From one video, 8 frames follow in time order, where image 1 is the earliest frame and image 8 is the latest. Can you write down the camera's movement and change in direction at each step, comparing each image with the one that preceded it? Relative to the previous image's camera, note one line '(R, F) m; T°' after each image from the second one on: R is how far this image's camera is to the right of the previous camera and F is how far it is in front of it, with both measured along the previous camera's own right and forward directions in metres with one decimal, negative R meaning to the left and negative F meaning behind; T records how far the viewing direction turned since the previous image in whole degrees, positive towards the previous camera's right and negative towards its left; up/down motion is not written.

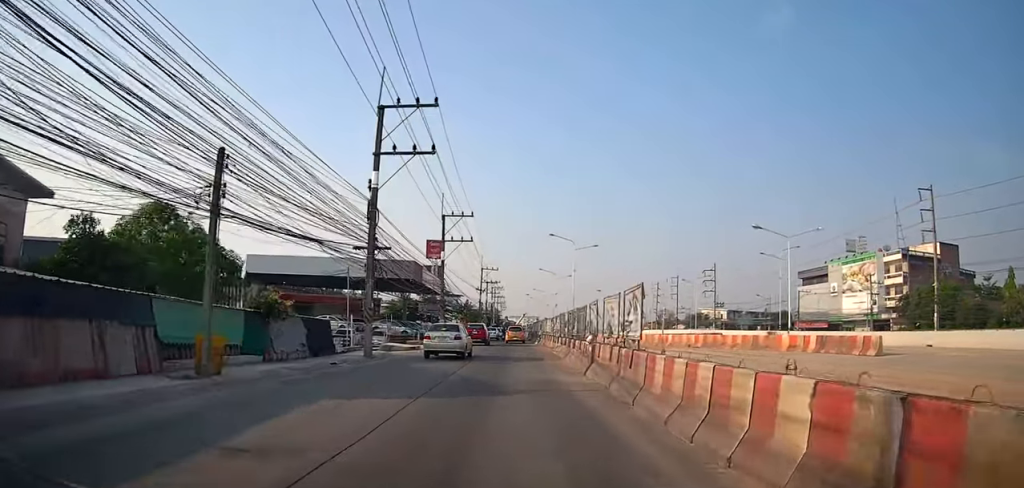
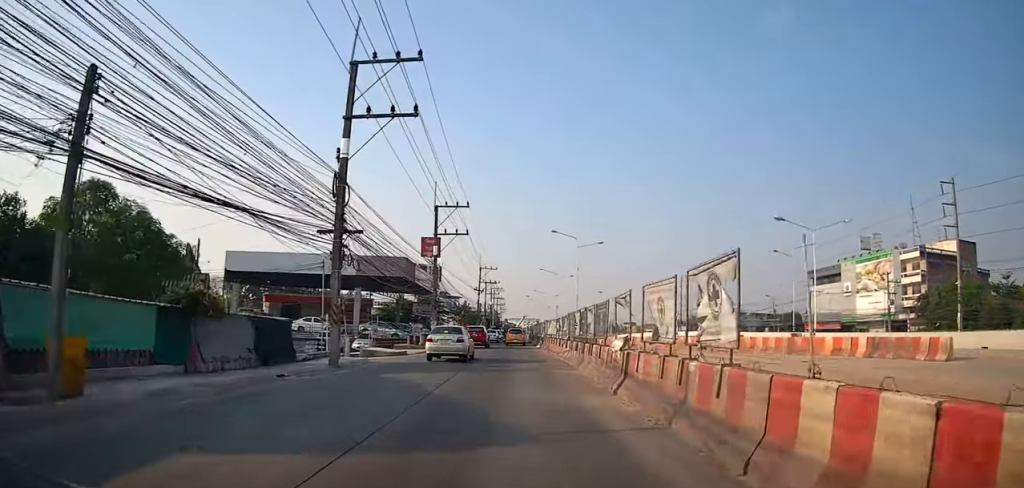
(+0.1, +4.3) m; -2°
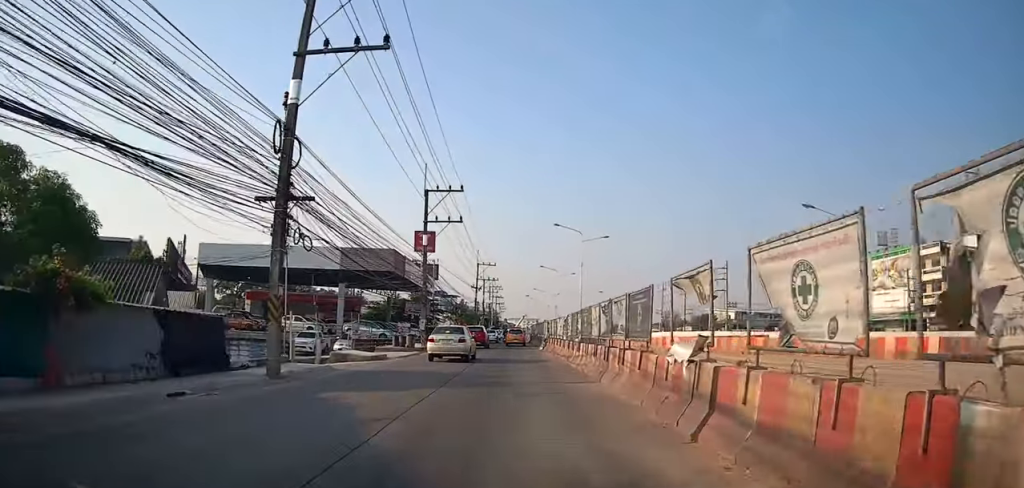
(-0.4, +4.6) m; 0°
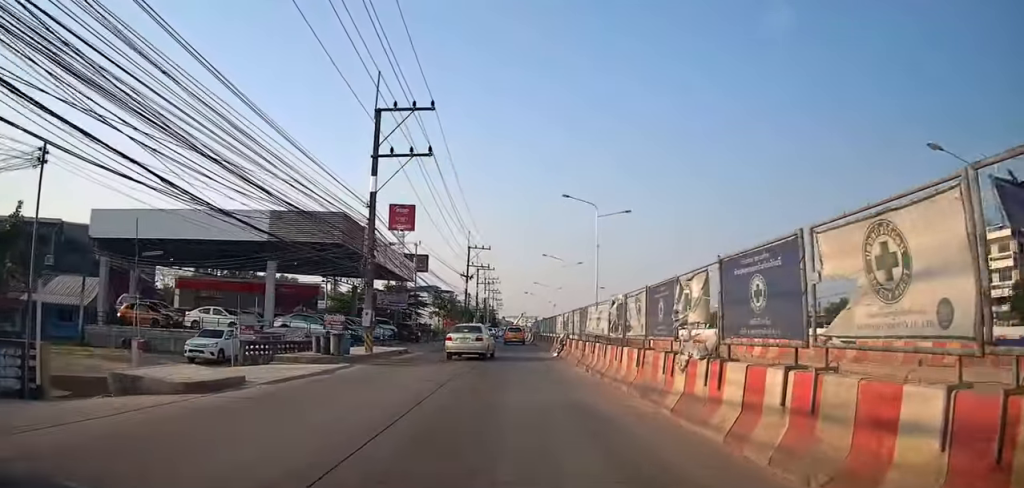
(+0.4, +13.4) m; +5°
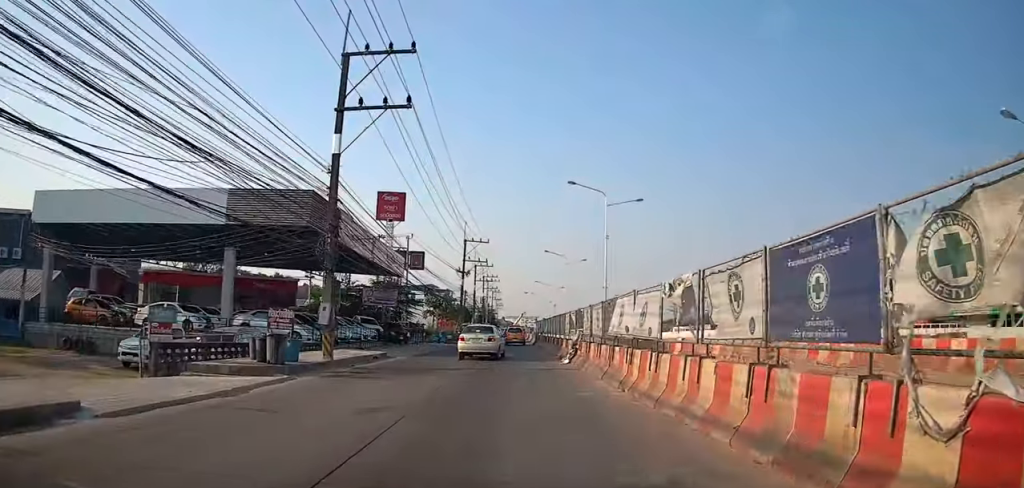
(+0.1, +5.2) m; -1°
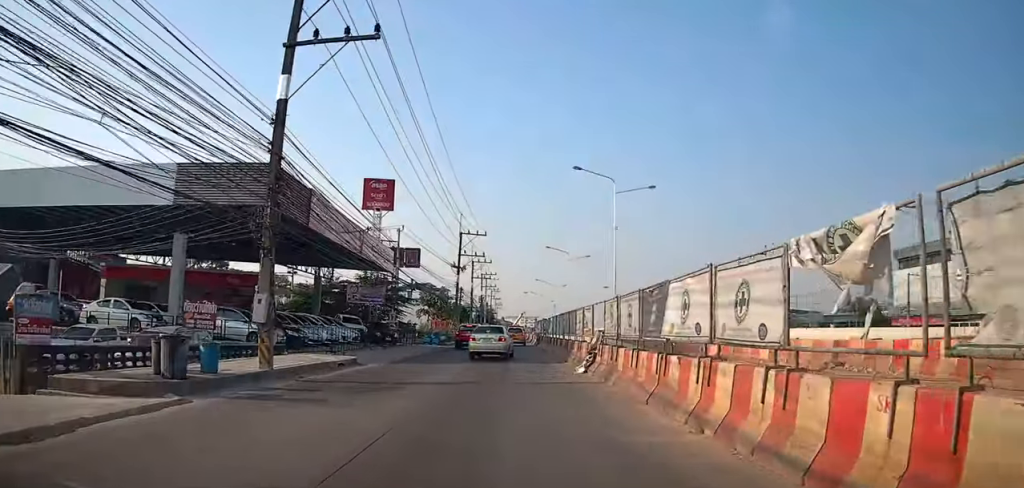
(+0.1, +4.5) m; -2°
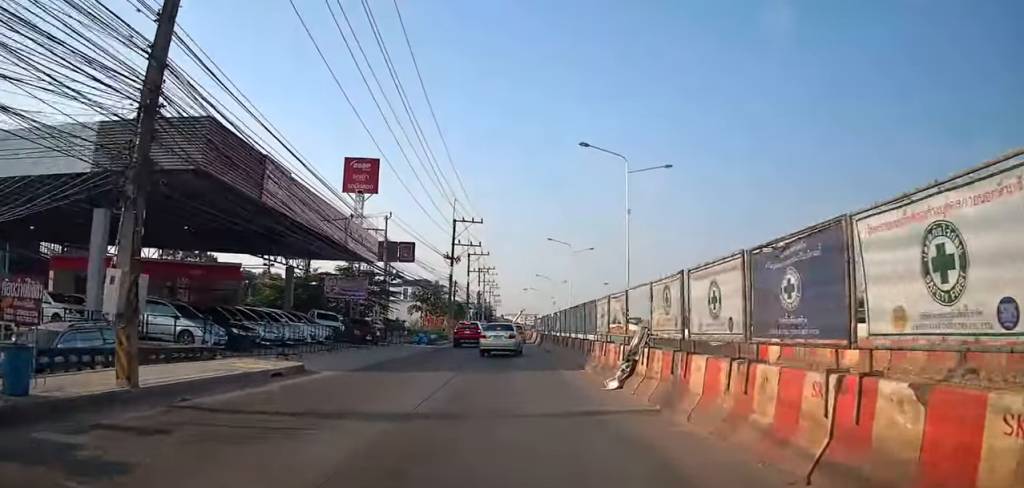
(-0.2, +5.1) m; 0°
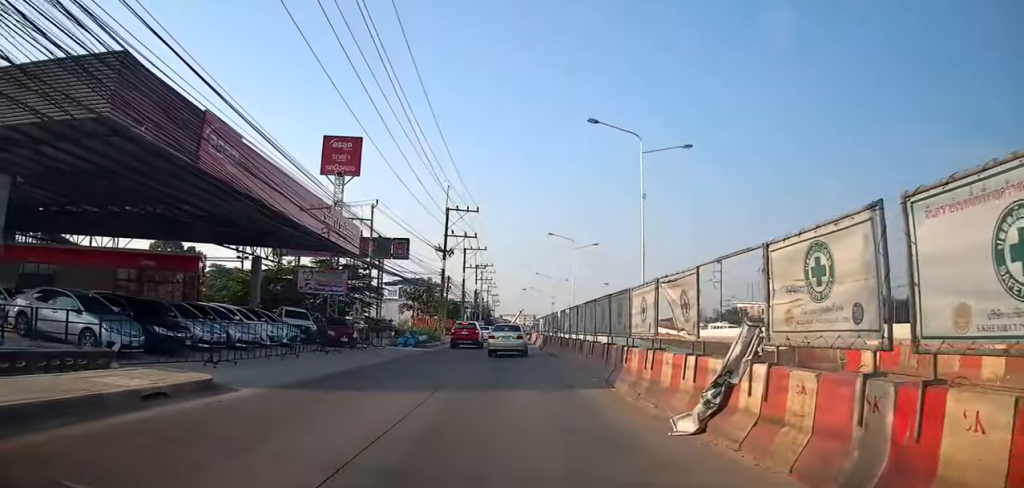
(-0.4, +4.8) m; 0°
